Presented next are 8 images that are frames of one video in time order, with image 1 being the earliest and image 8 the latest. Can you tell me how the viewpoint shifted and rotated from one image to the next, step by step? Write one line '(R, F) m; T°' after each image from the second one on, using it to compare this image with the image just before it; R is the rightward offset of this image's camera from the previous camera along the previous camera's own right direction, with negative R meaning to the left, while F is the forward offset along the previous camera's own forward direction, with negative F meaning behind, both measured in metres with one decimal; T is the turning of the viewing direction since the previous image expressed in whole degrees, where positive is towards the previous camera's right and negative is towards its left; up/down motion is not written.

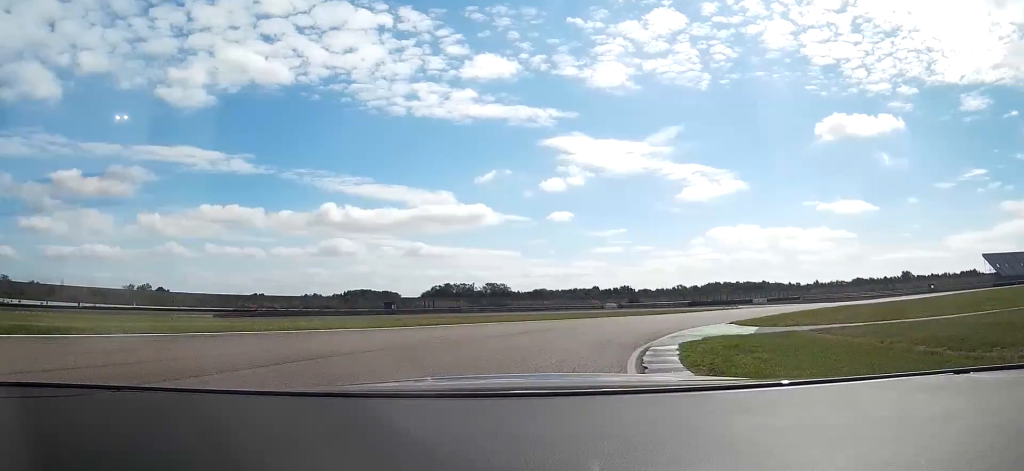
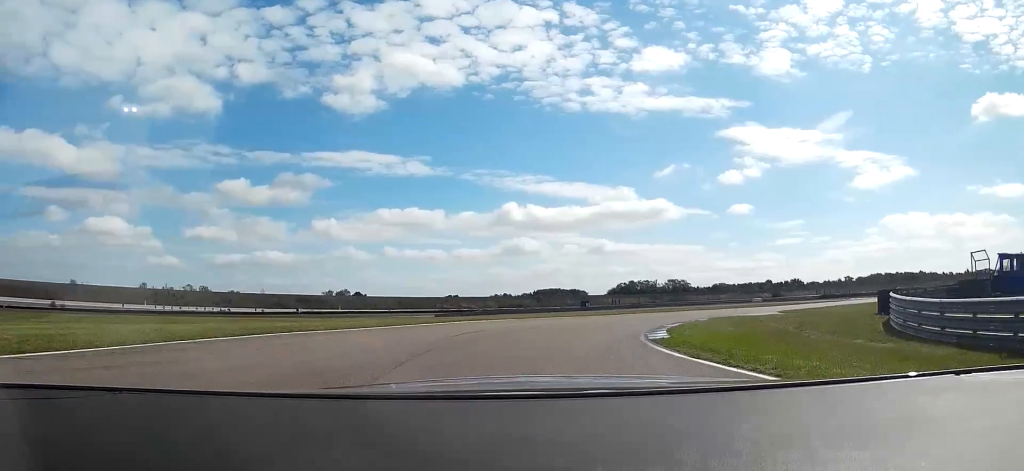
(-4.8, +28.5) m; -16°
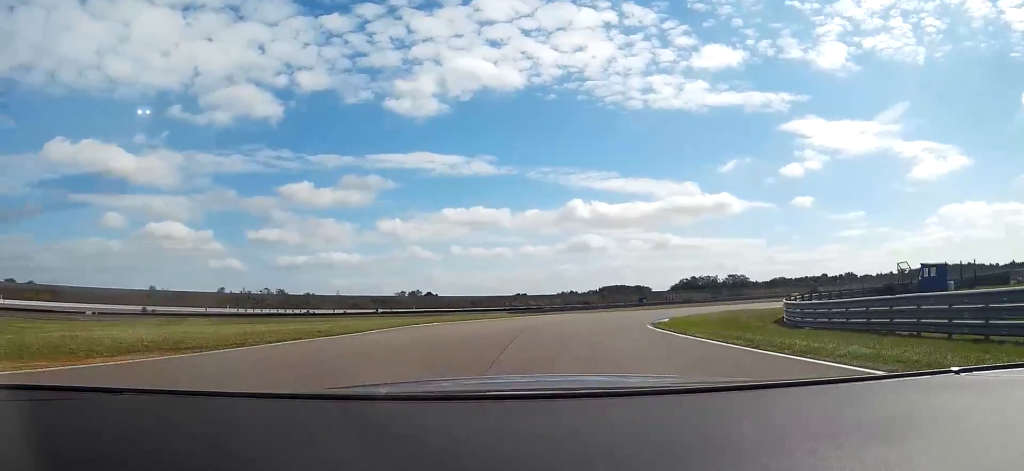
(-0.5, +15.9) m; -7°
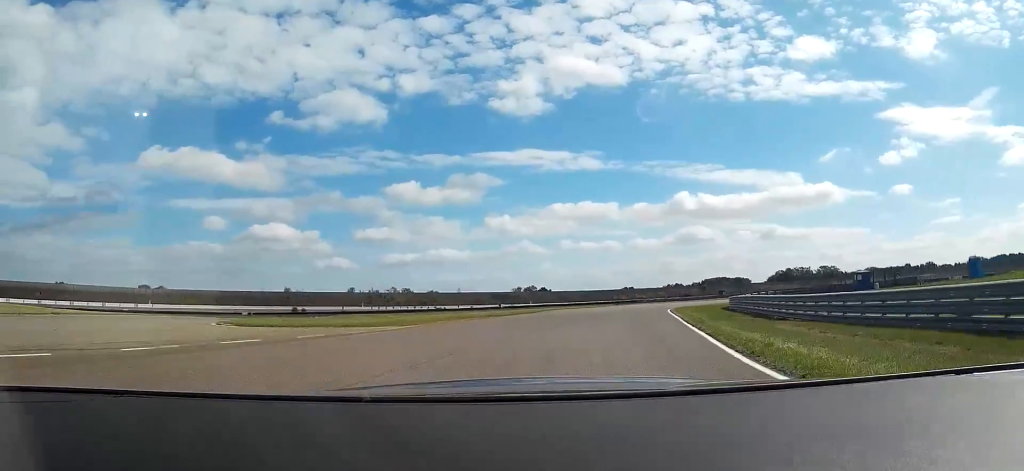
(-3.4, +33.0) m; -10°
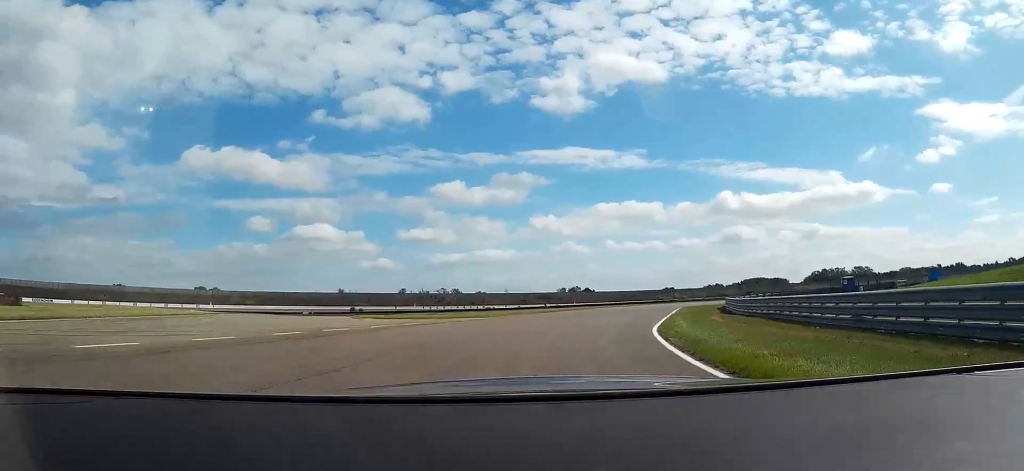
(-0.7, +16.1) m; -4°
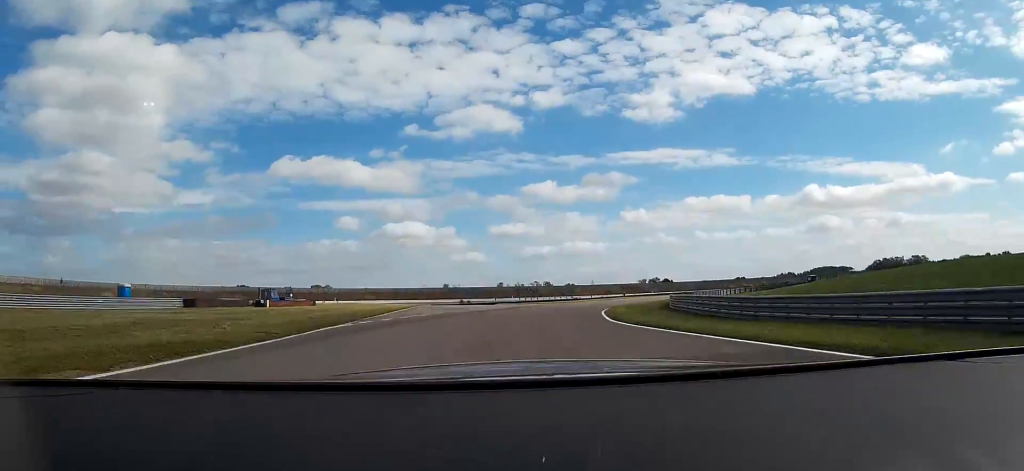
(-3.9, +45.7) m; -9°
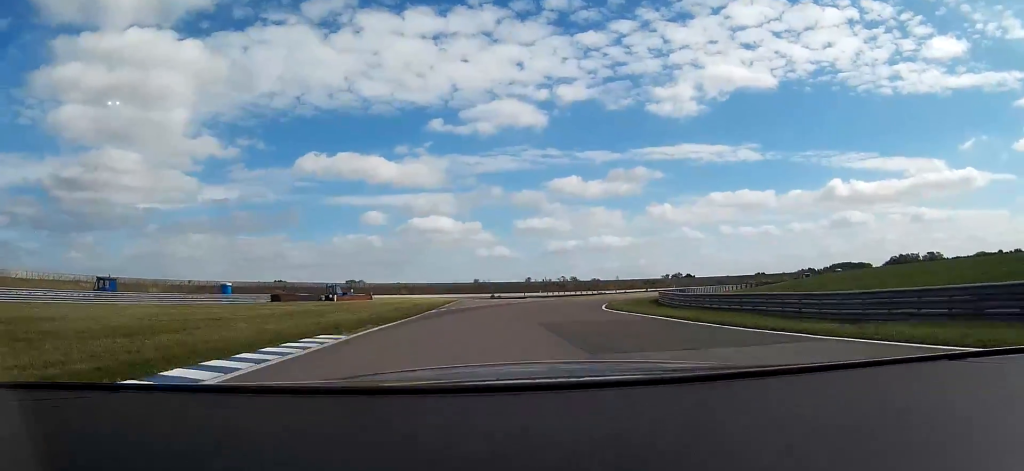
(-0.4, +16.0) m; -2°
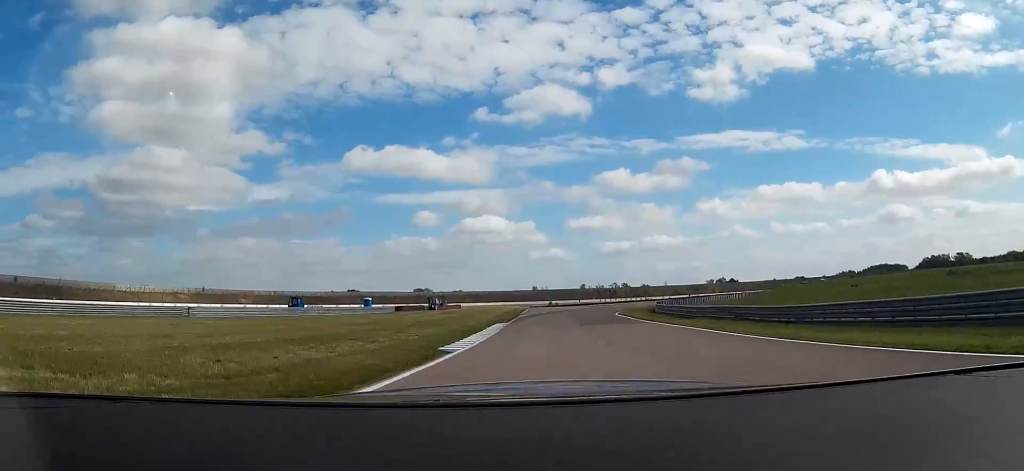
(-1.4, +34.7) m; -6°
